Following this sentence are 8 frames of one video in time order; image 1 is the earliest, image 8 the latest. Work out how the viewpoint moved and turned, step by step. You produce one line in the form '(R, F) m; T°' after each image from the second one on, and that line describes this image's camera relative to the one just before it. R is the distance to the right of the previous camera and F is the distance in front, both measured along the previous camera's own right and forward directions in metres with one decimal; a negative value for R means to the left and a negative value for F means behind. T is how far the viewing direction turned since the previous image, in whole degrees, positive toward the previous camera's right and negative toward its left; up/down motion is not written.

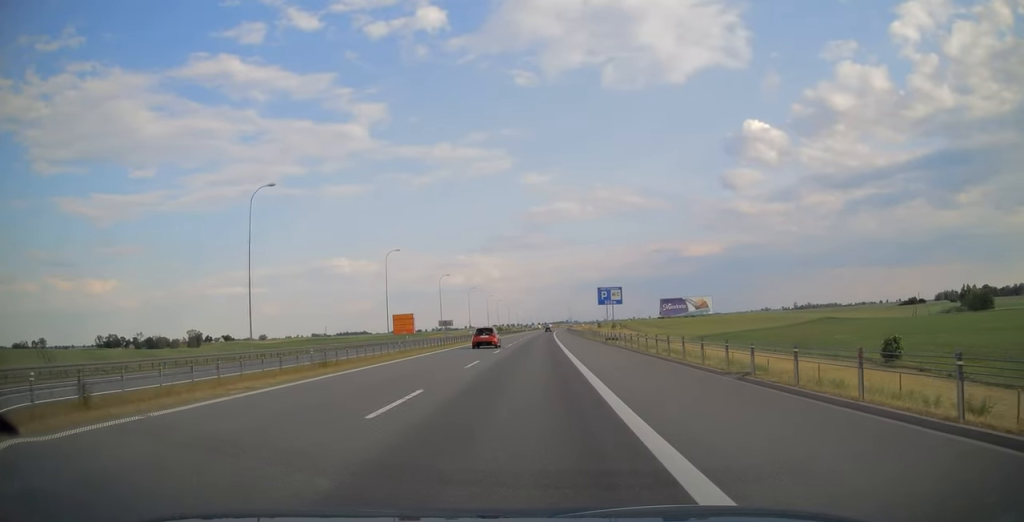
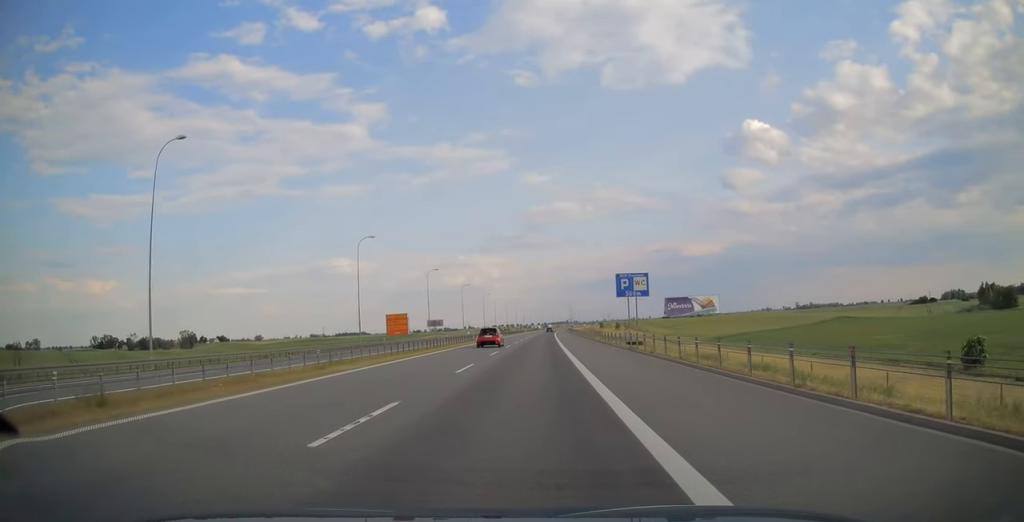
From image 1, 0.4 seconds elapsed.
(0.0, +14.2) m; 0°
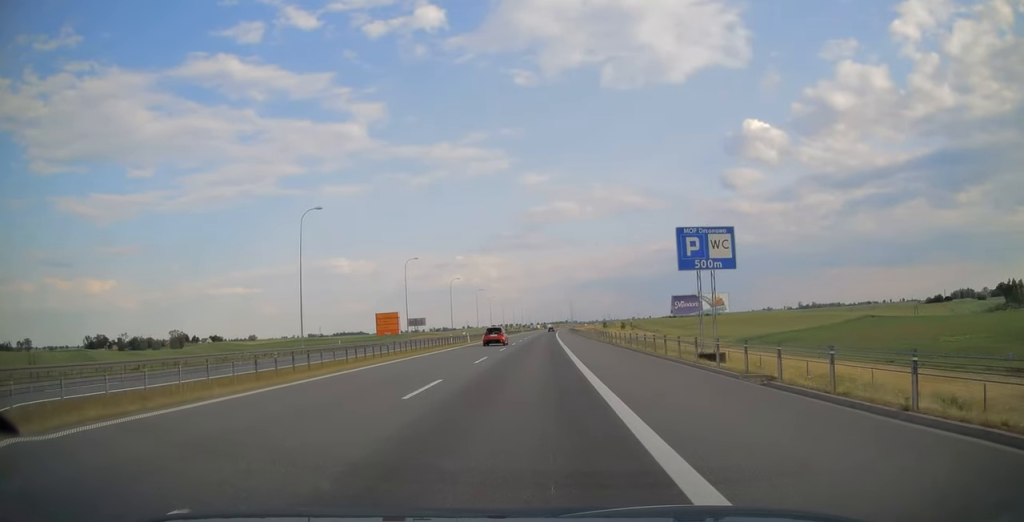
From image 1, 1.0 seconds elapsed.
(0.0, +19.1) m; 0°
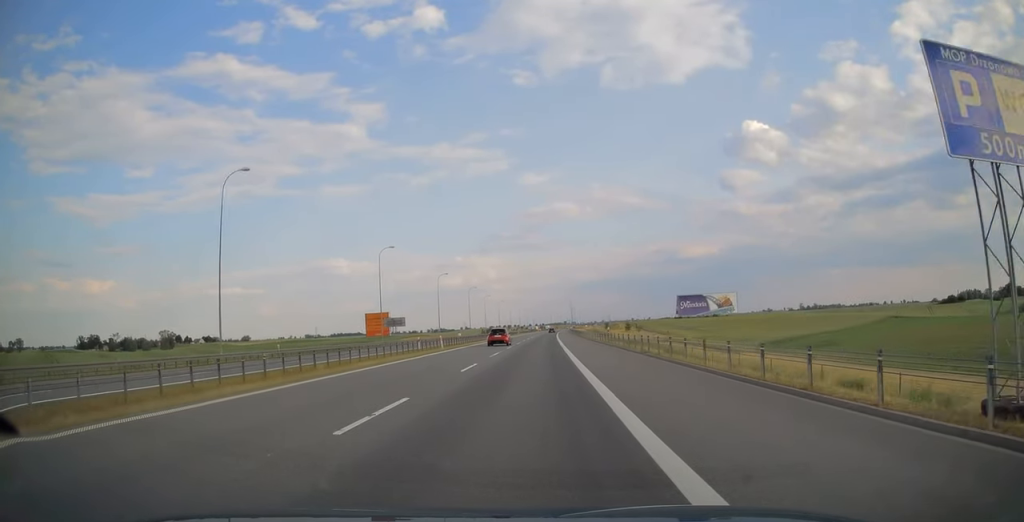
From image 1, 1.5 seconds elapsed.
(+0.1, +15.9) m; 0°
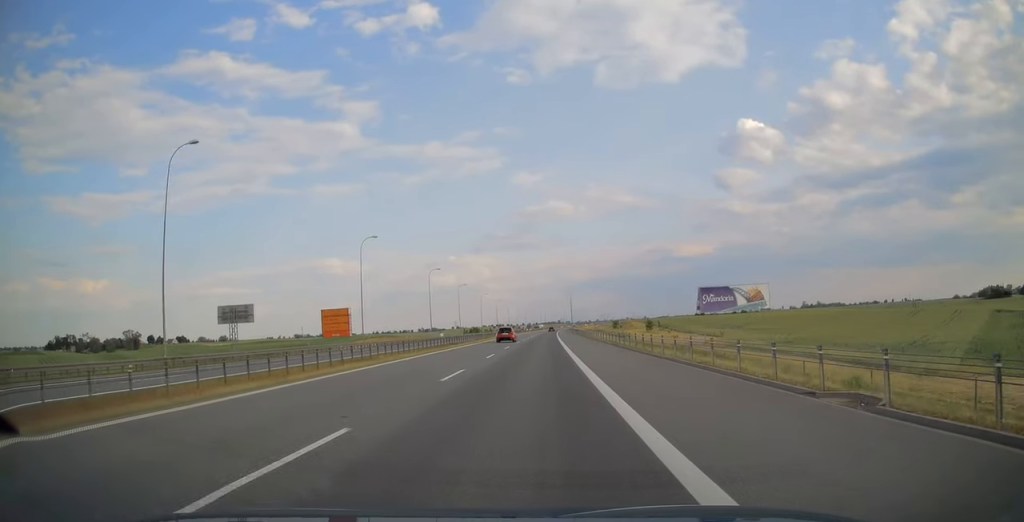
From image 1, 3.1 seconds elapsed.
(+0.1, +52.0) m; 0°
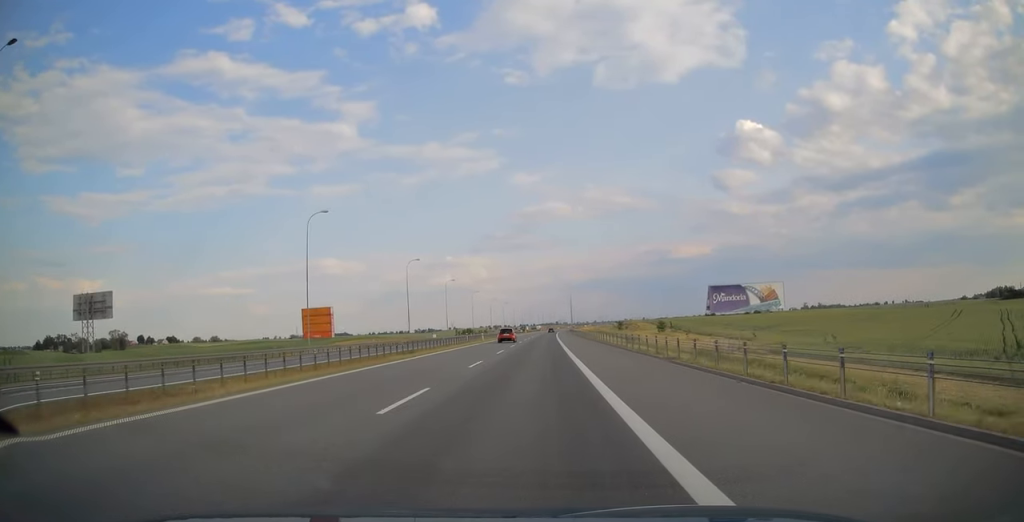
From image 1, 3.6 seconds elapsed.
(0.0, +18.0) m; 0°
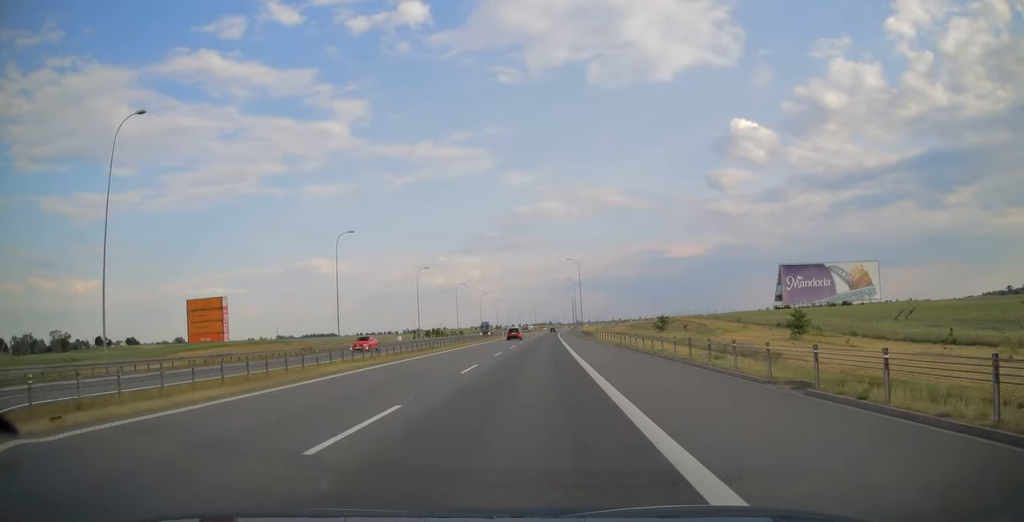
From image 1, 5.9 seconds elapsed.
(+0.6, +74.9) m; +1°
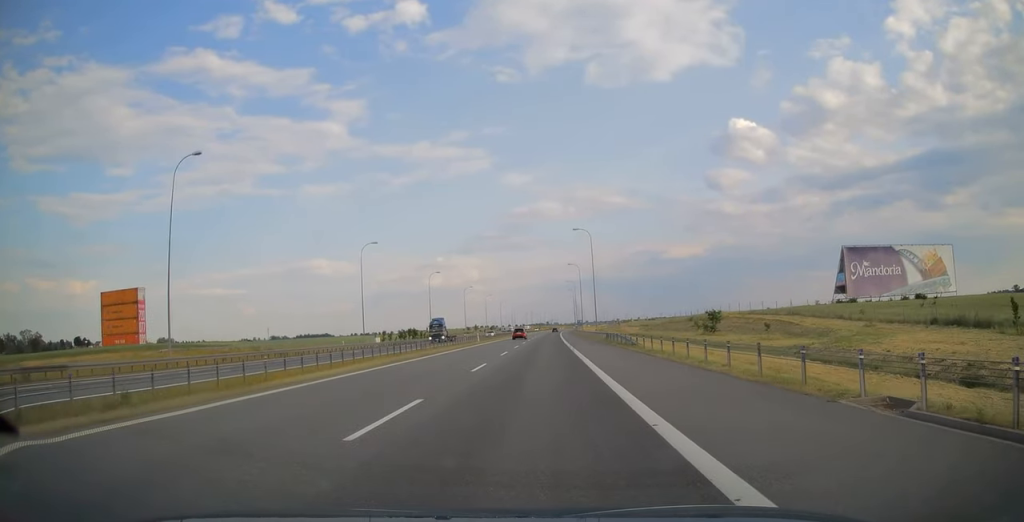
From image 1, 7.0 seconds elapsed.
(+0.2, +35.0) m; +1°
